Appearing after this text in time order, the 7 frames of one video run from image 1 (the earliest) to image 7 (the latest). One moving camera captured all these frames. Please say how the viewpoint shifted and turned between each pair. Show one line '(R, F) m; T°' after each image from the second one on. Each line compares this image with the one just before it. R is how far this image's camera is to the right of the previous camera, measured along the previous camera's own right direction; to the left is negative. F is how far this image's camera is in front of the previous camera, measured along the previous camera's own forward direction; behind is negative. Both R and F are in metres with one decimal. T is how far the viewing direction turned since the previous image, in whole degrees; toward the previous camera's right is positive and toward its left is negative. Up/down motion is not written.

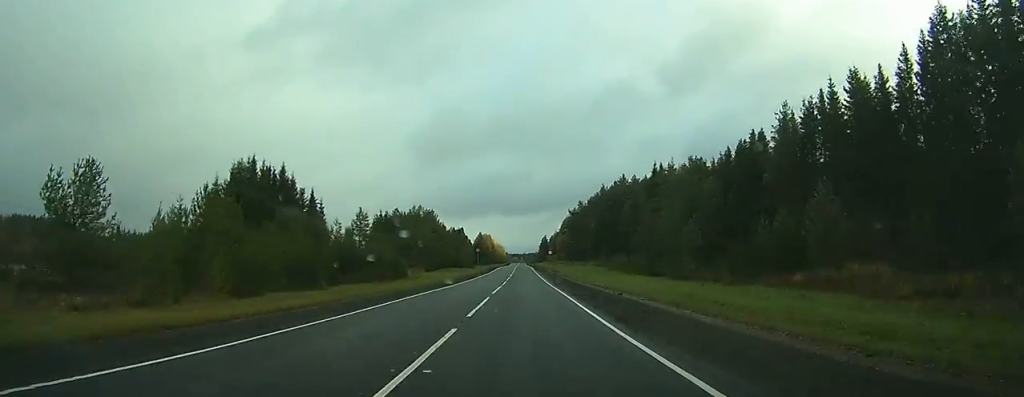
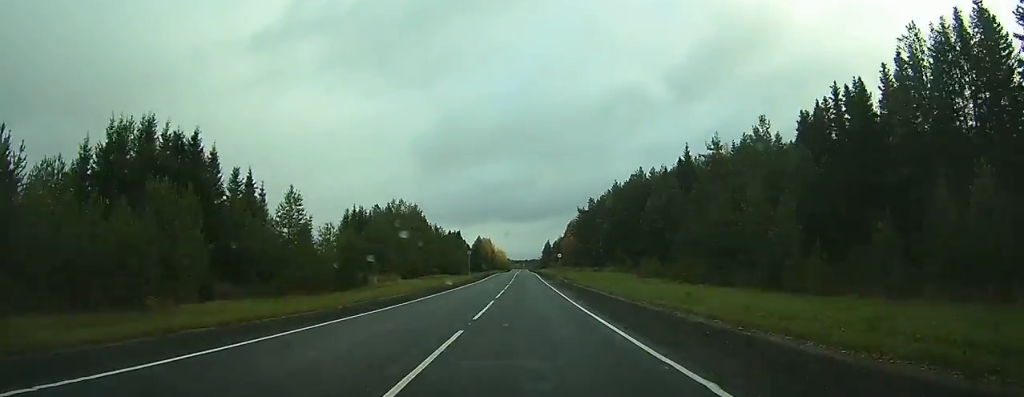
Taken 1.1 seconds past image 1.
(-0.1, +24.0) m; 0°
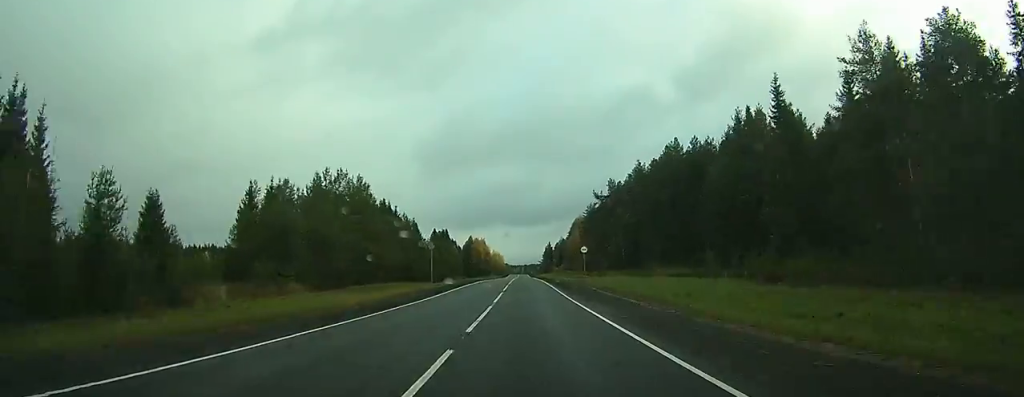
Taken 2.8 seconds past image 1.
(-0.2, +38.9) m; 0°
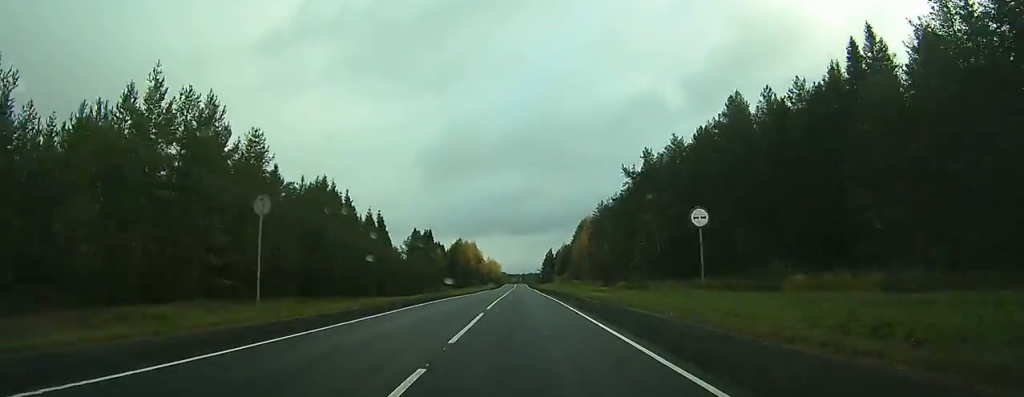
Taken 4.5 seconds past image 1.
(-0.2, +37.6) m; 0°
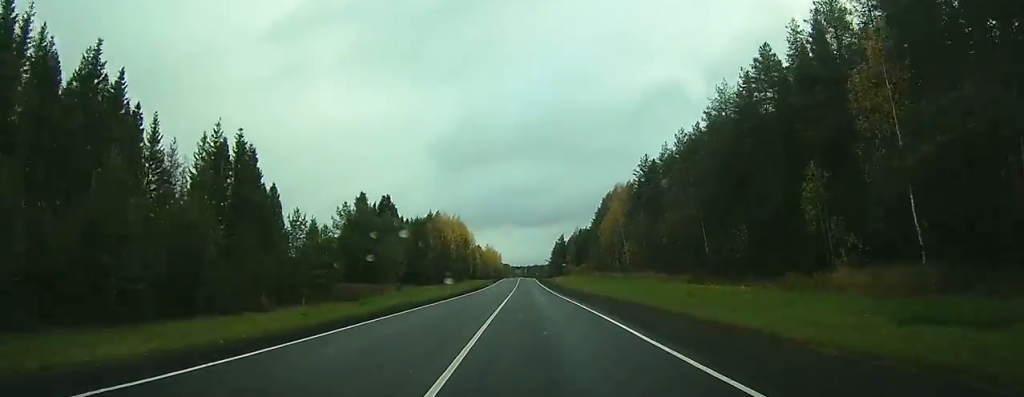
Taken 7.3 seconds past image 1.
(+0.1, +65.5) m; 0°
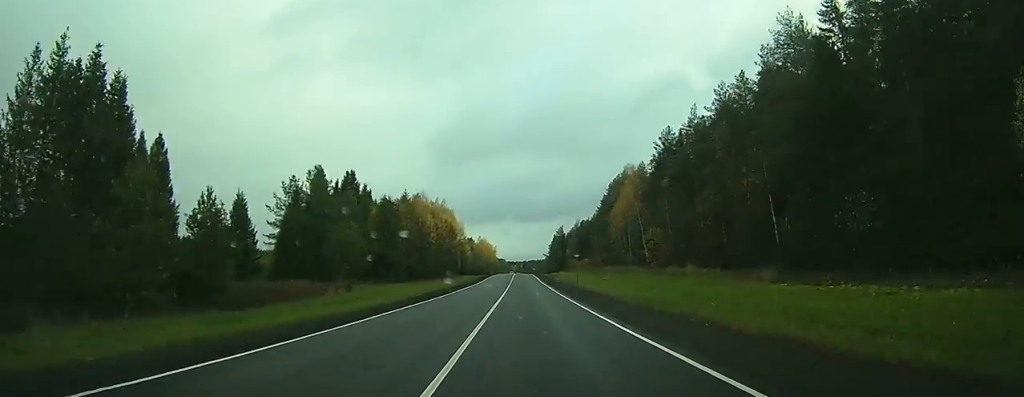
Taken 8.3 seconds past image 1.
(-0.1, +23.0) m; 0°
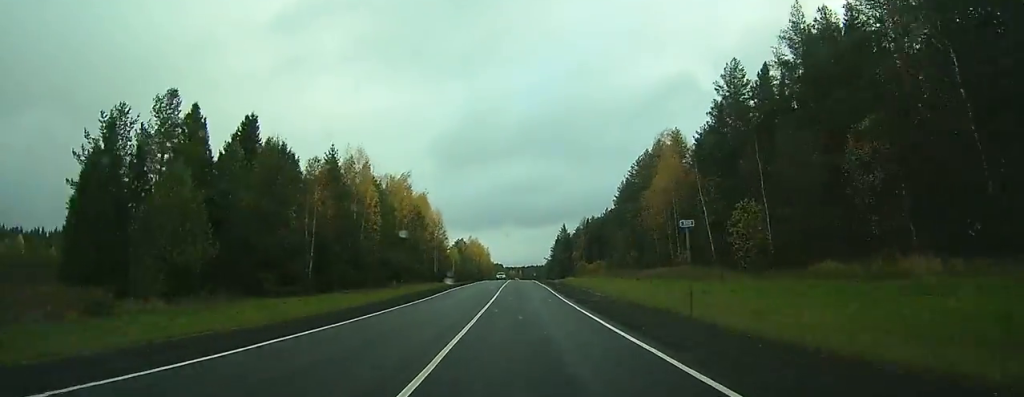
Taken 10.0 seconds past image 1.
(+0.1, +38.9) m; 0°
